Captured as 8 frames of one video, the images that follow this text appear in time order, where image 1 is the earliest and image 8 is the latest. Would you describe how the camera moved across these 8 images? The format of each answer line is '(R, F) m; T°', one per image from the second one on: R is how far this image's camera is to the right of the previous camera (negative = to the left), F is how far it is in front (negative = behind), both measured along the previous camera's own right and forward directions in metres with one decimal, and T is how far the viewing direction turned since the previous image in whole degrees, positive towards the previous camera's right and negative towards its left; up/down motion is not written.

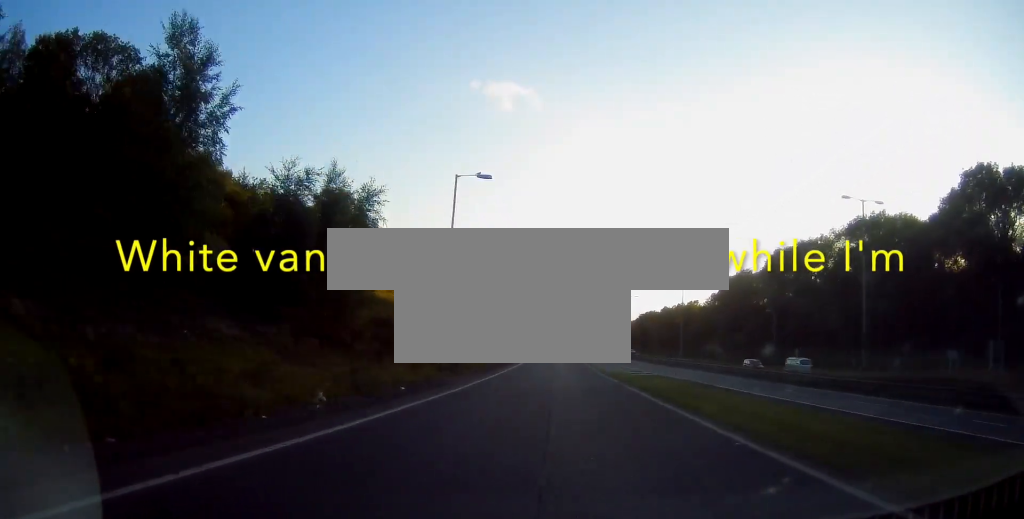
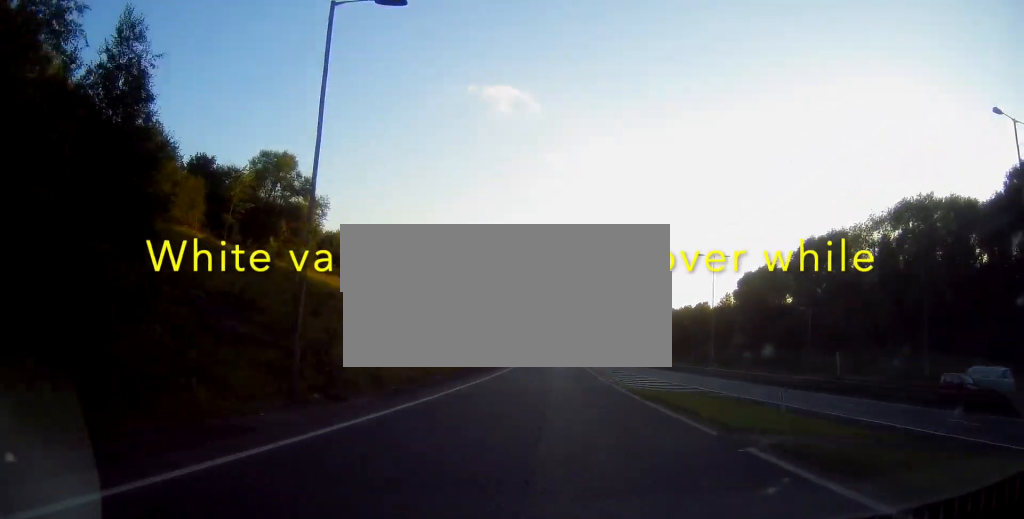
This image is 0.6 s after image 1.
(-0.2, +18.1) m; 0°
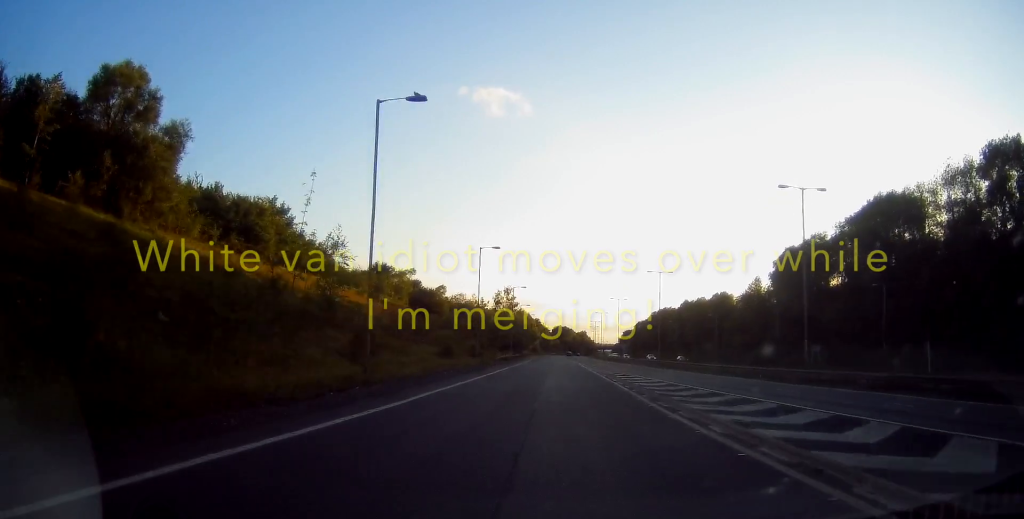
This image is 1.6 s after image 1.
(+0.1, +26.9) m; 0°
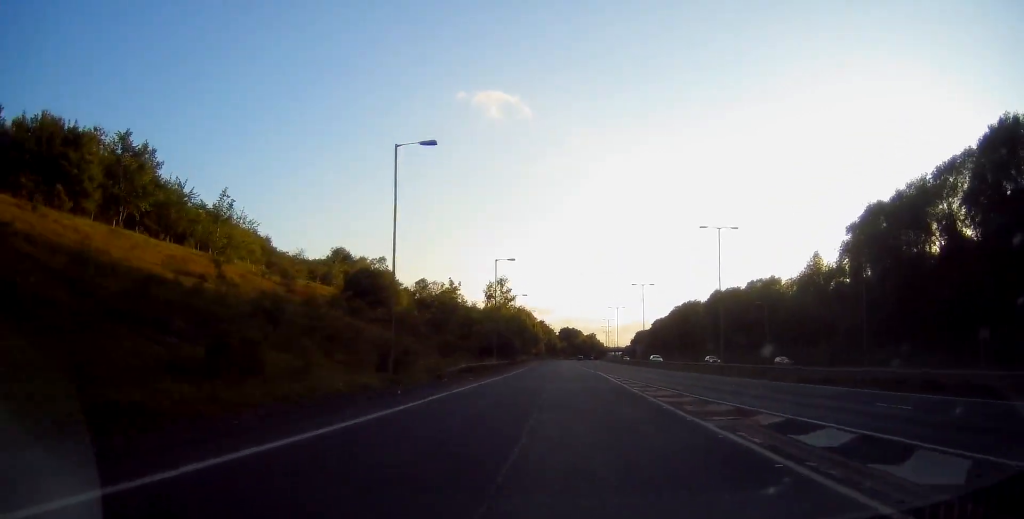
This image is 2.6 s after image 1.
(+0.1, +30.6) m; 0°
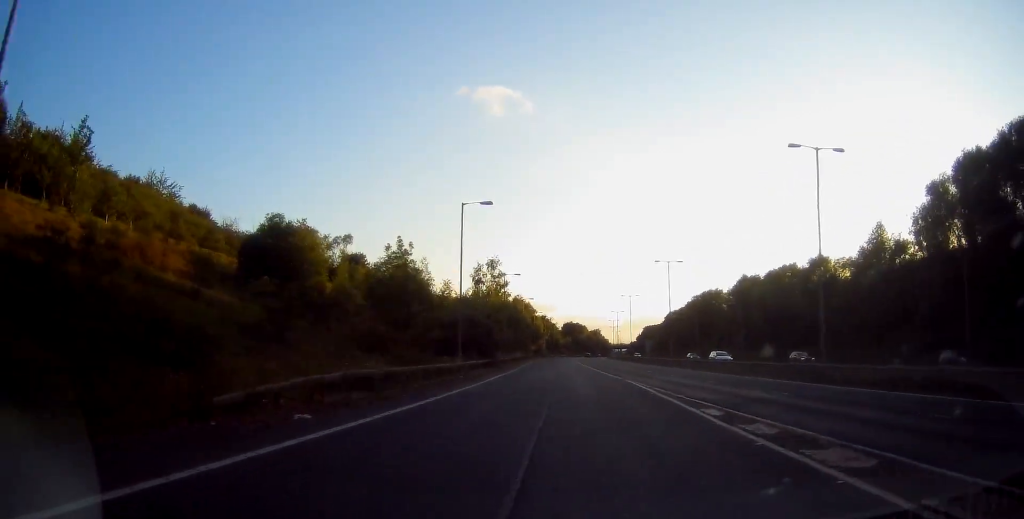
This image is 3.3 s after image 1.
(-0.1, +21.5) m; 0°
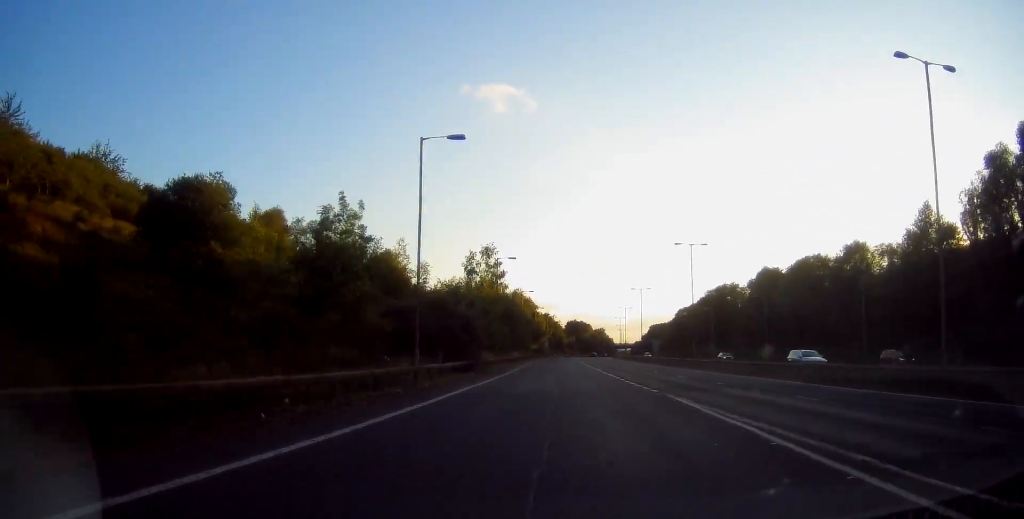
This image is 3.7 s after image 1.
(0.0, +11.8) m; 0°
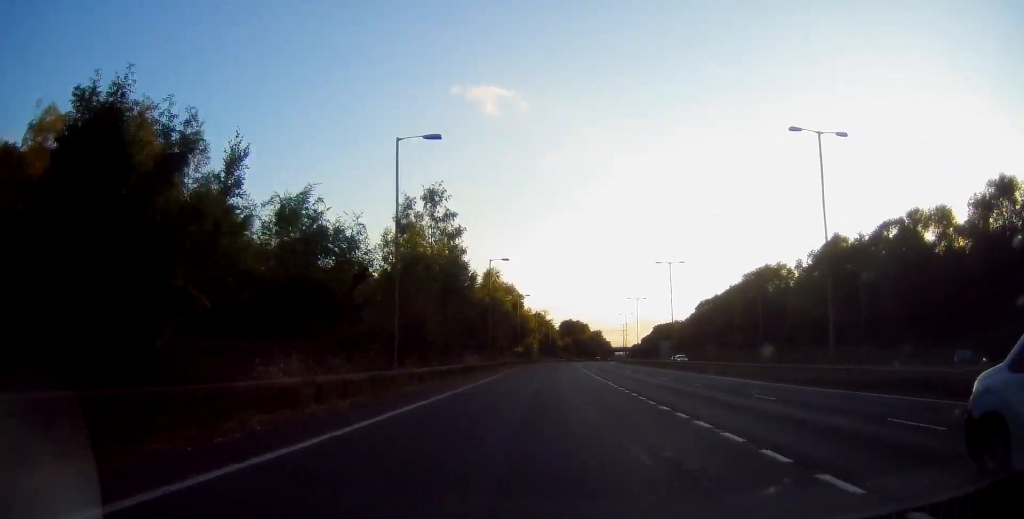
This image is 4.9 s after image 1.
(-0.4, +36.3) m; 0°
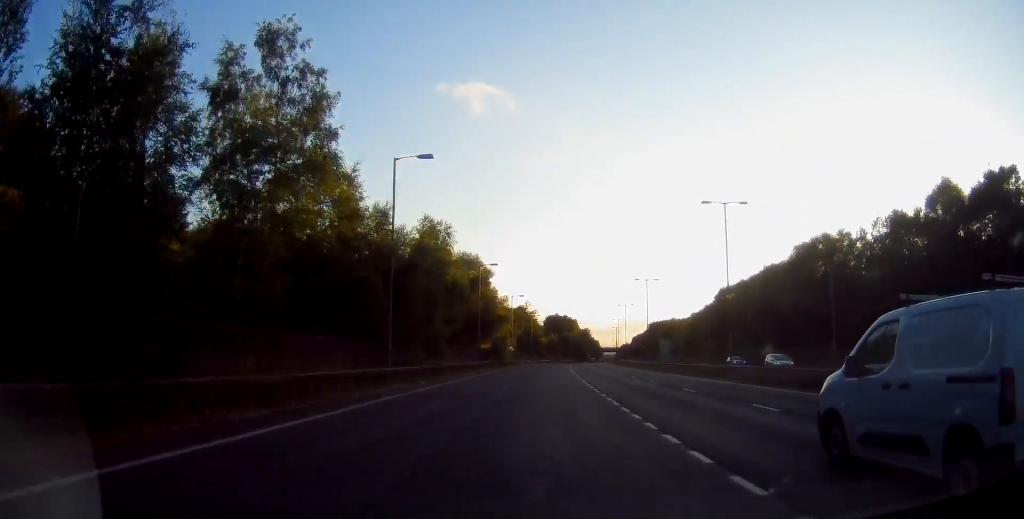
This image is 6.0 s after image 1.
(+0.3, +31.3) m; +1°
